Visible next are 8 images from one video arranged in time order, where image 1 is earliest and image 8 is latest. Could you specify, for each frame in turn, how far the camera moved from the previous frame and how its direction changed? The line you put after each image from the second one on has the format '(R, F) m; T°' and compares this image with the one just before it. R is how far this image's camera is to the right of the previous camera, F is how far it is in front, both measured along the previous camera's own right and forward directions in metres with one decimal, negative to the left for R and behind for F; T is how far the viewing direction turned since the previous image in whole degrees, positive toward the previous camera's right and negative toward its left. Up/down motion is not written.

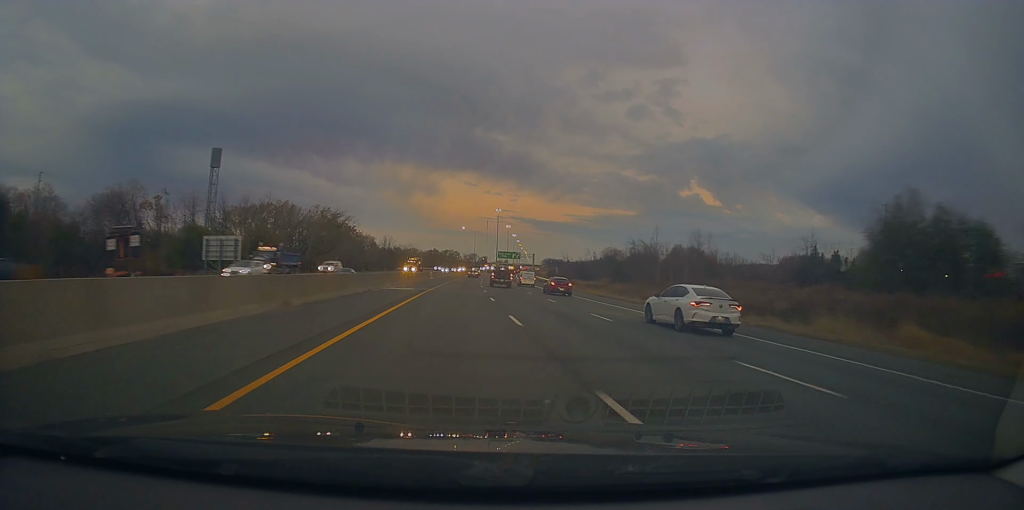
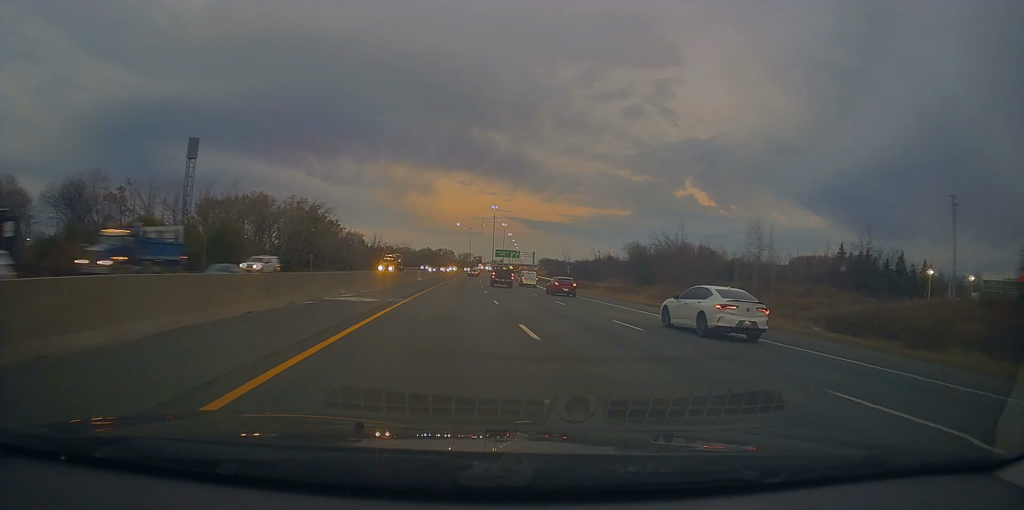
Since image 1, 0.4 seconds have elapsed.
(+0.1, +15.5) m; +1°
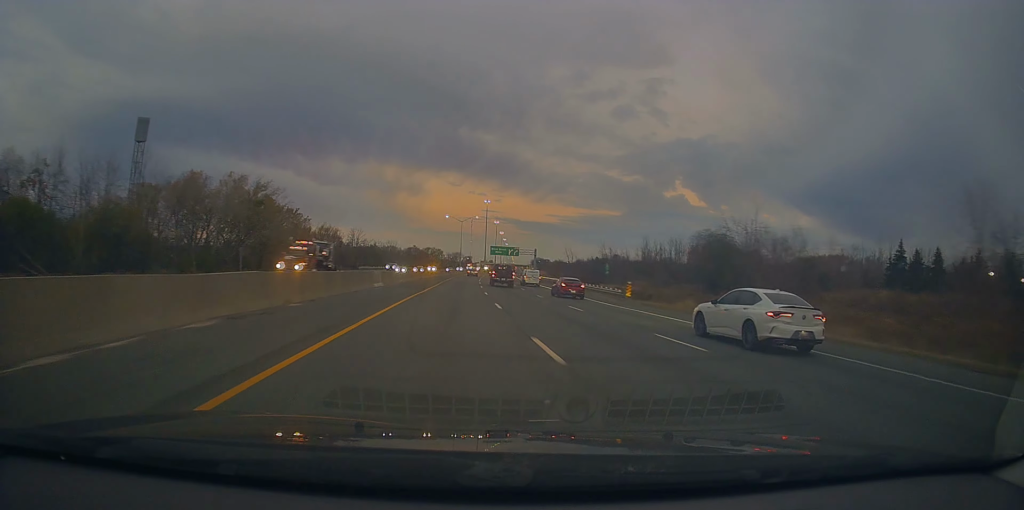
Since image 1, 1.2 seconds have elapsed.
(+0.4, +28.4) m; +1°
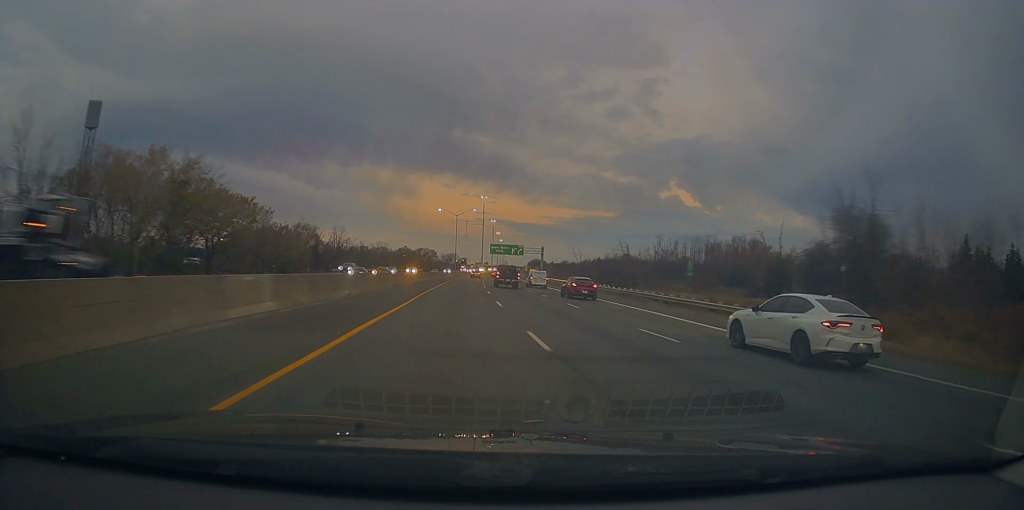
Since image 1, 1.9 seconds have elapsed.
(+0.2, +23.5) m; +1°
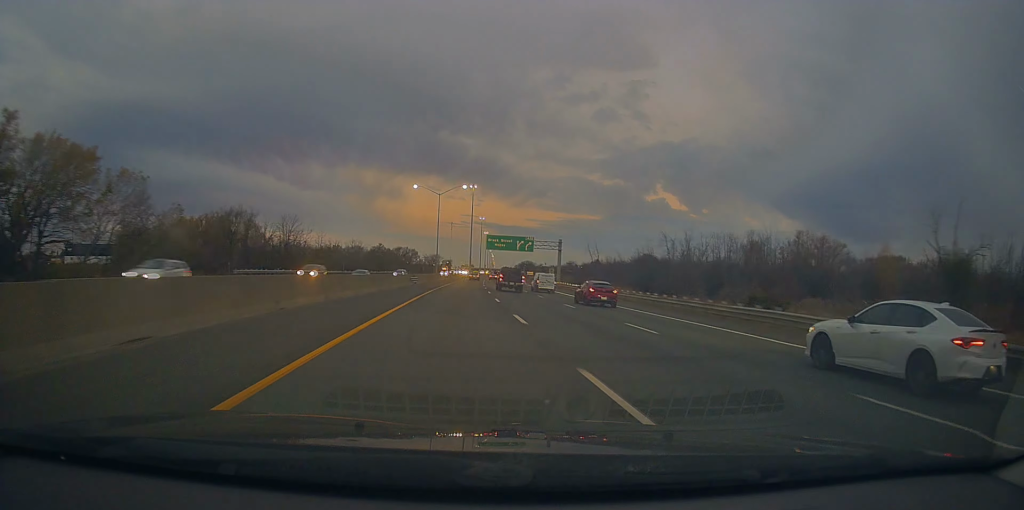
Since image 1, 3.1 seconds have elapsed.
(+0.6, +42.7) m; +1°
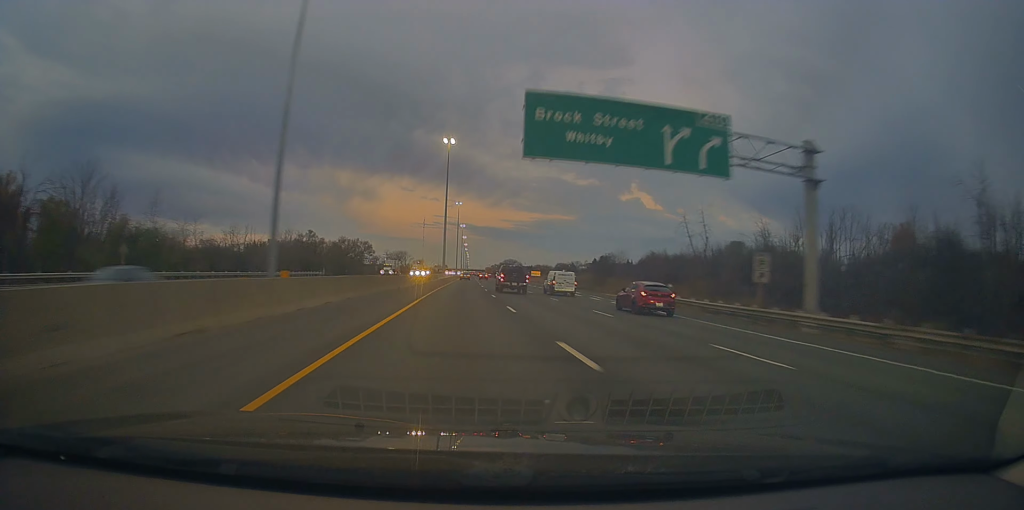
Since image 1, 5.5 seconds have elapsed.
(+0.8, +79.9) m; +2°
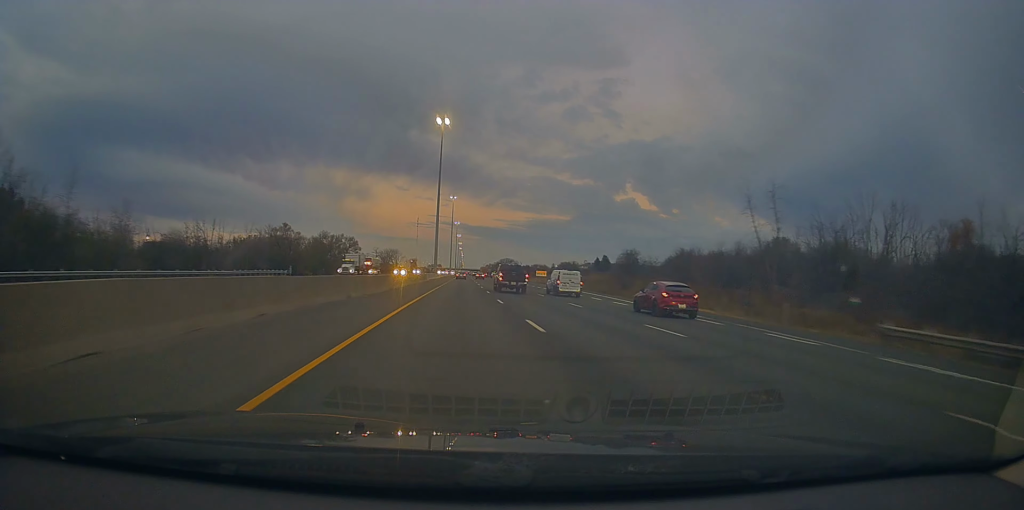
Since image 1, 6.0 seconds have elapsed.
(+0.1, +19.5) m; +1°
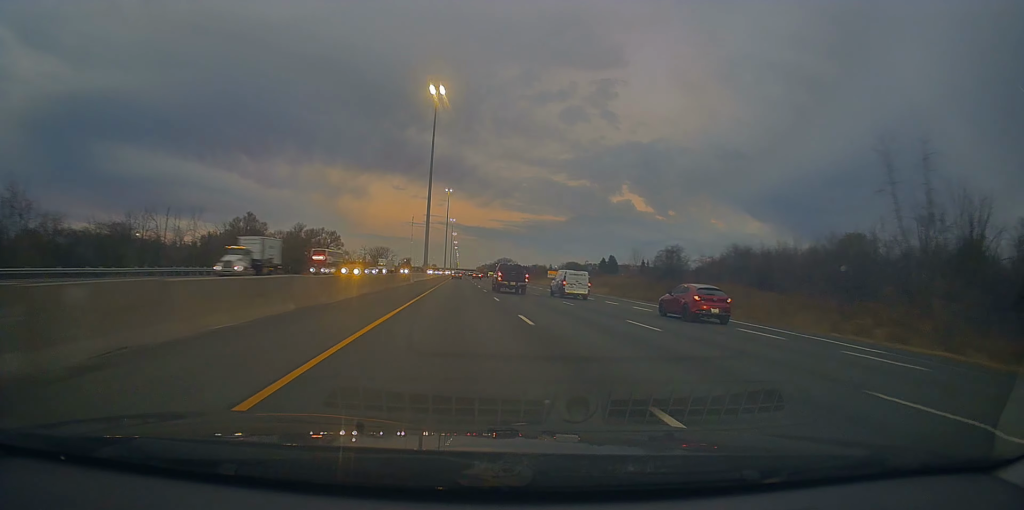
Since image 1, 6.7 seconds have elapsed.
(+0.2, +23.1) m; +1°
